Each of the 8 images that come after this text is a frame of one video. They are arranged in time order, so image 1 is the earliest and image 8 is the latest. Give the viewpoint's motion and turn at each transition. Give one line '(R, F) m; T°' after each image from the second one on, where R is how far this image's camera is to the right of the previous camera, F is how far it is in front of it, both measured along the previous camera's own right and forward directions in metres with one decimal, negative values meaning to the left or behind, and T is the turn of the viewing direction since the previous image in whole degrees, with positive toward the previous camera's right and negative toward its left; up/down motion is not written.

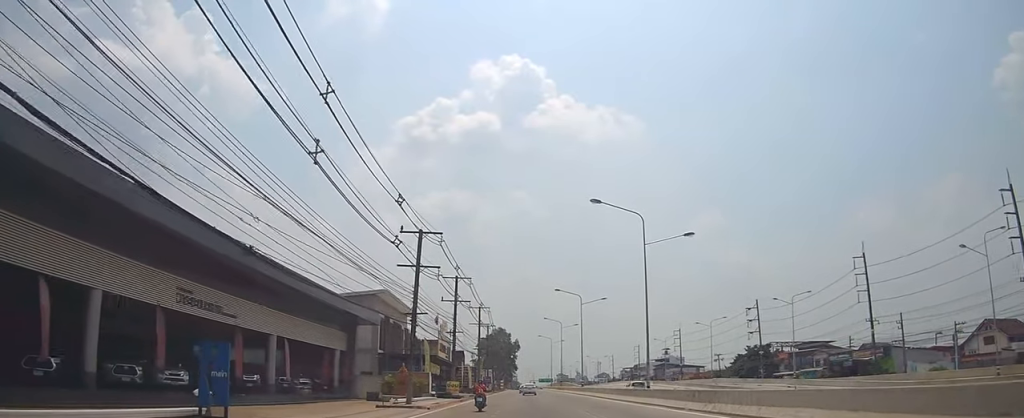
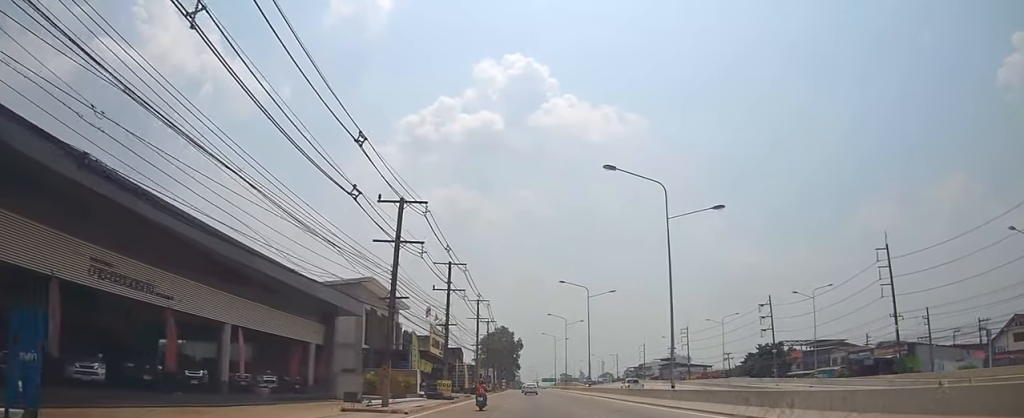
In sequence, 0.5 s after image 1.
(+0.5, +5.7) m; -1°
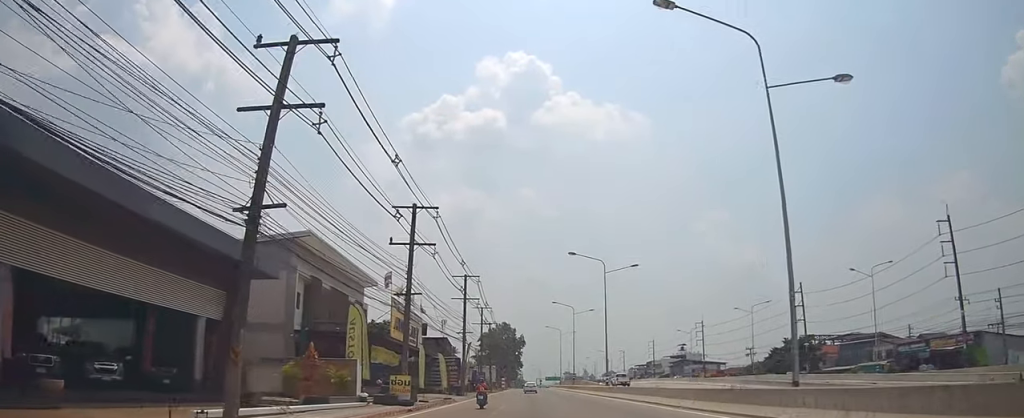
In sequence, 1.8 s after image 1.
(-1.0, +14.1) m; -2°
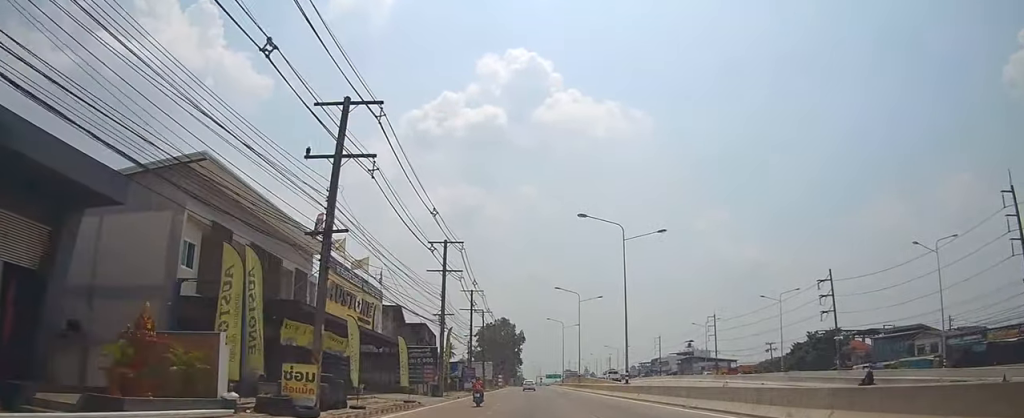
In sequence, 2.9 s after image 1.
(+0.4, +12.0) m; +1°
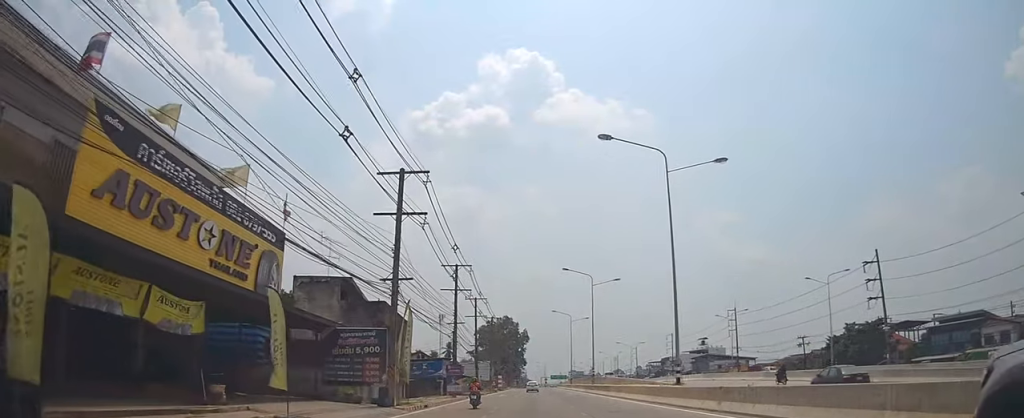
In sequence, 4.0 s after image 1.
(-0.4, +14.2) m; -3°
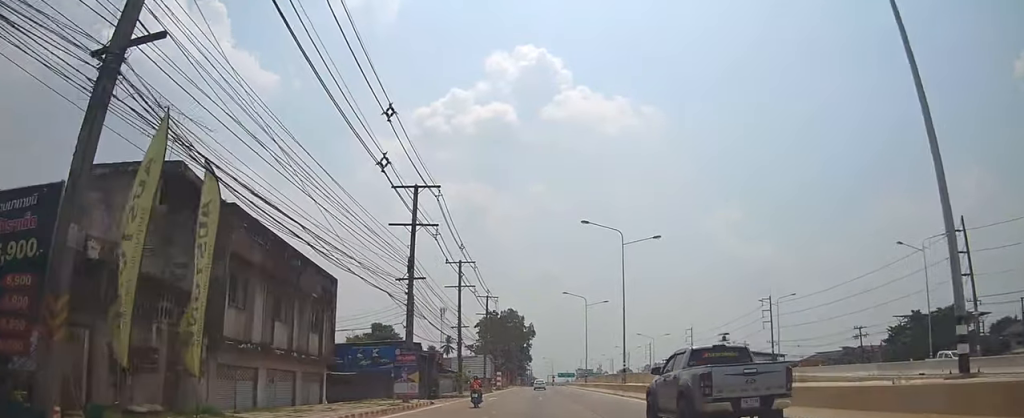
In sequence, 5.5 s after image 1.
(+0.1, +19.0) m; +1°
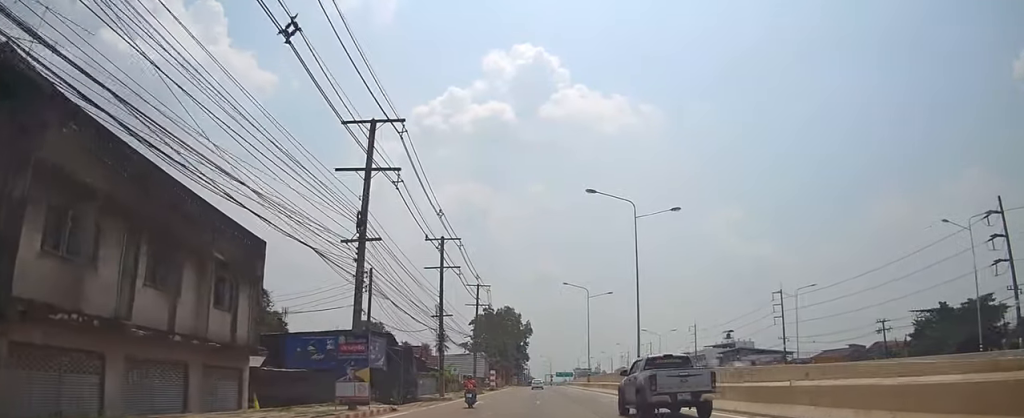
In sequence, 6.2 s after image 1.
(-0.1, +8.0) m; 0°
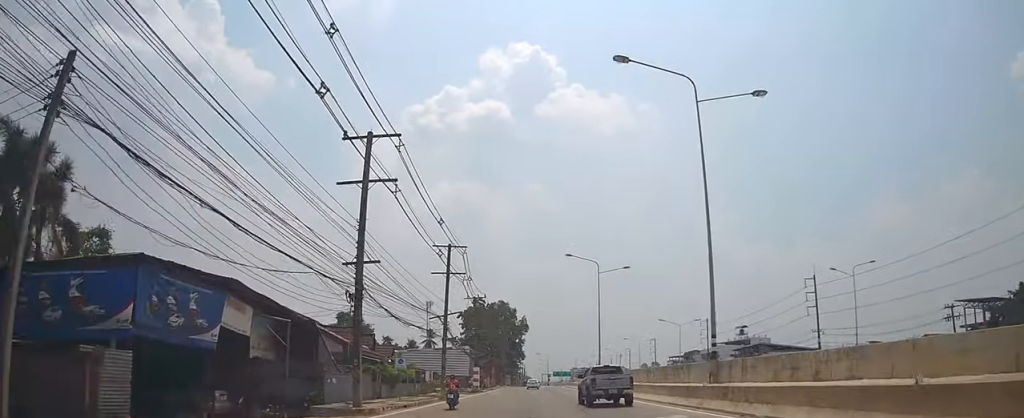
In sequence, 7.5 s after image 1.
(-0.1, +18.1) m; 0°
